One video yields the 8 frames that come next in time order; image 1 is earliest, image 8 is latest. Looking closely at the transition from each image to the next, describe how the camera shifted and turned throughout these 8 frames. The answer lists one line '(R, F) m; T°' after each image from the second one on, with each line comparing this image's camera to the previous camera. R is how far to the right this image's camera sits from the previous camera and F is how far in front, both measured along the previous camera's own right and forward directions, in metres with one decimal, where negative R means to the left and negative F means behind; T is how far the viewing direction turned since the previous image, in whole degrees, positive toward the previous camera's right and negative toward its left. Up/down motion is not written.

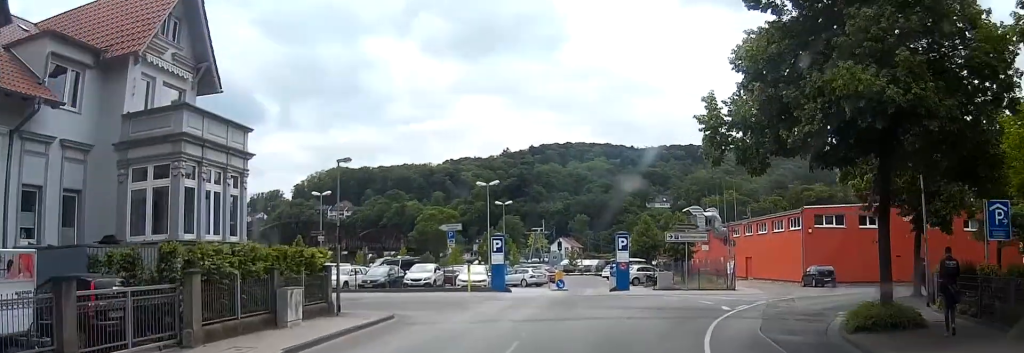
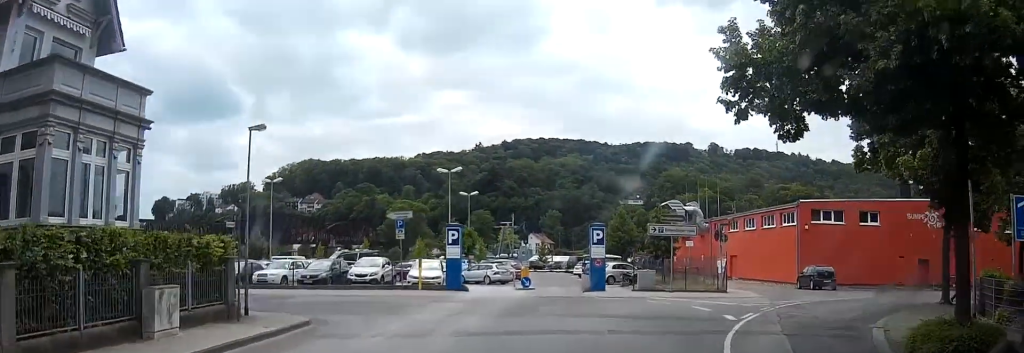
(+0.2, +5.4) m; +2°
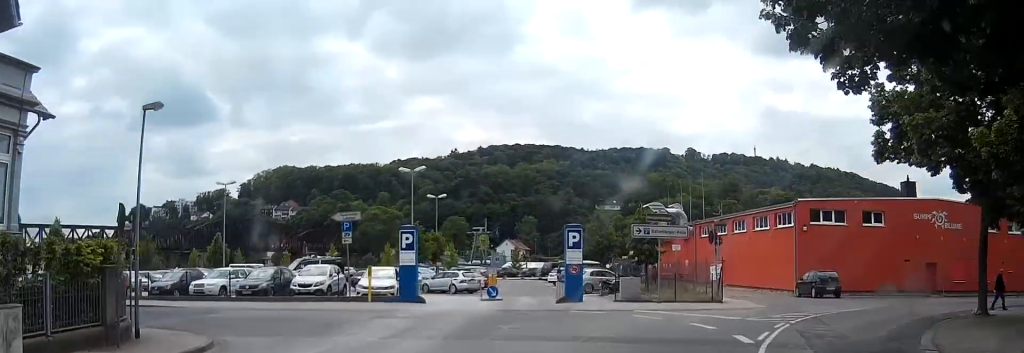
(-0.1, +4.7) m; -1°
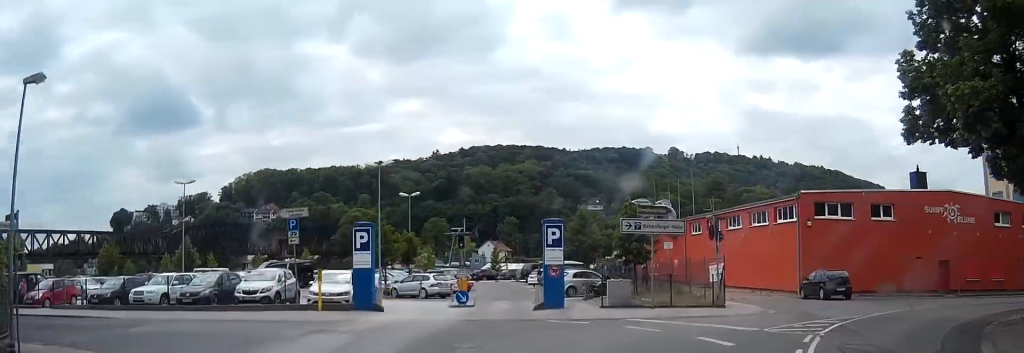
(0.0, +3.9) m; -1°
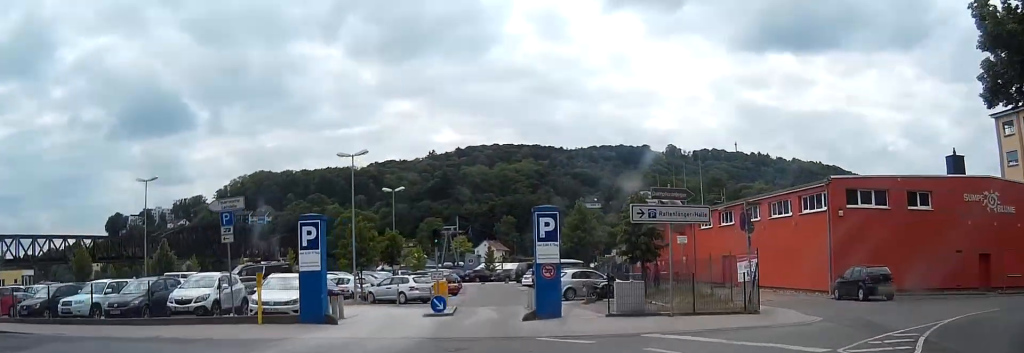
(-0.1, +5.2) m; -3°
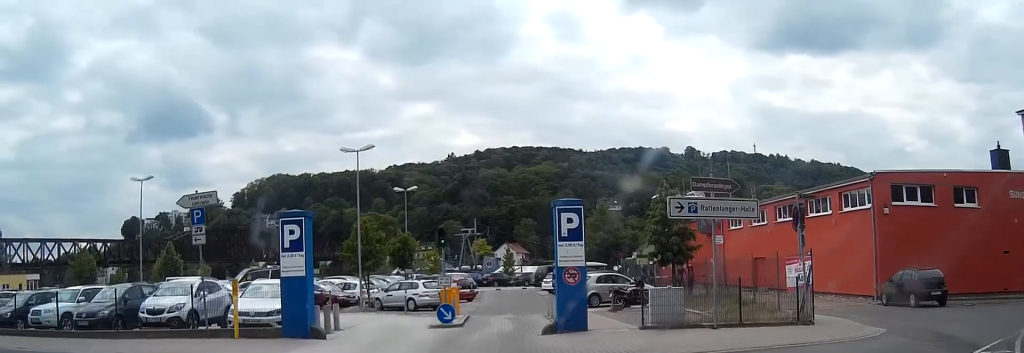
(-0.1, +3.3) m; -3°
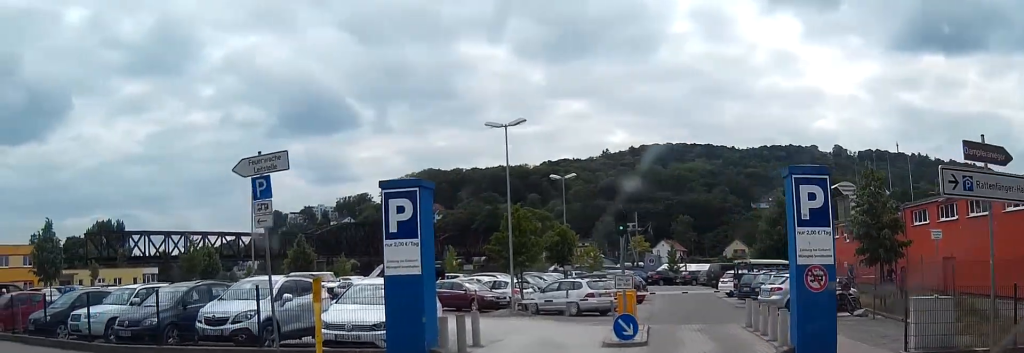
(-0.9, +6.0) m; -21°
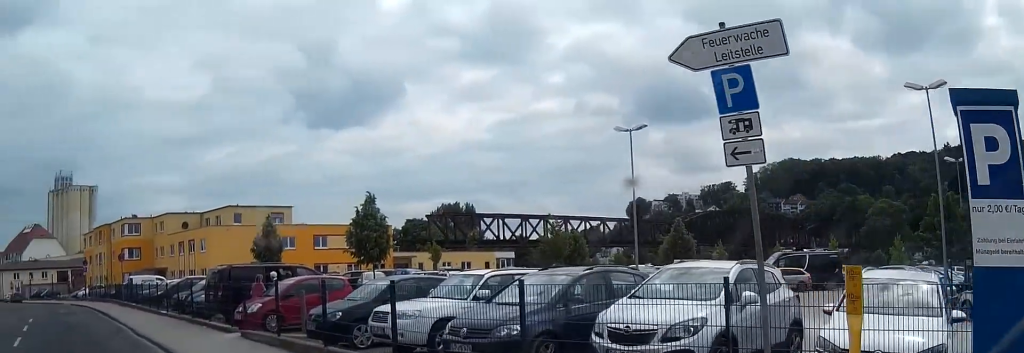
(-1.9, +6.8) m; -31°
